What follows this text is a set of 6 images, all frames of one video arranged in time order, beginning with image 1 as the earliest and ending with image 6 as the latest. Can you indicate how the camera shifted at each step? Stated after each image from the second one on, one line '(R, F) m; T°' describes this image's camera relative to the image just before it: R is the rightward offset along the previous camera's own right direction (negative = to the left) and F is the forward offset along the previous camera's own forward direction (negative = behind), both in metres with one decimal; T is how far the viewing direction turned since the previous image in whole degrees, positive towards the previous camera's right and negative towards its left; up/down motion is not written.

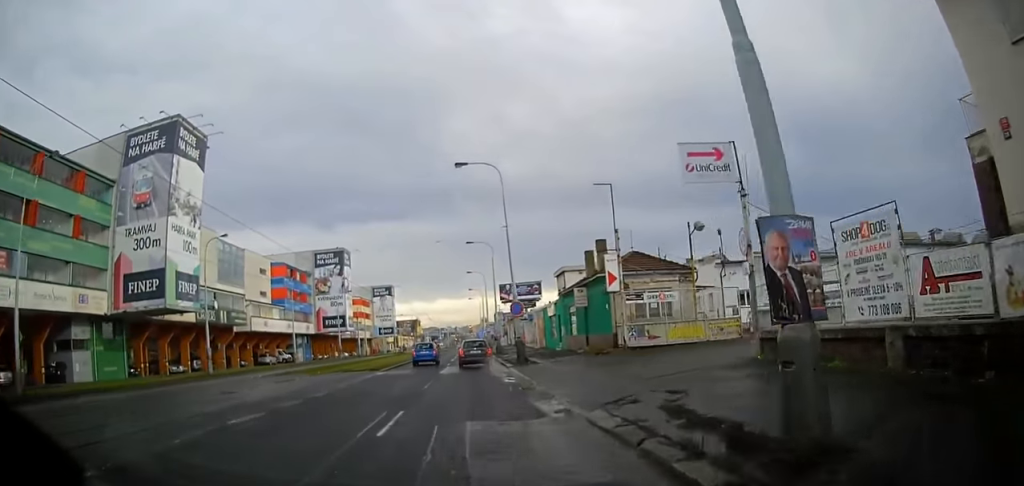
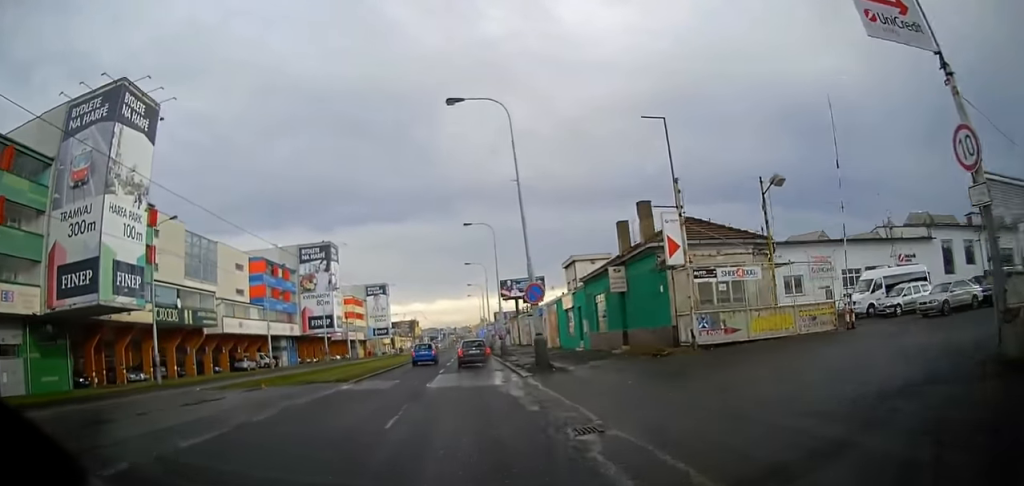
(0.0, +8.0) m; 0°
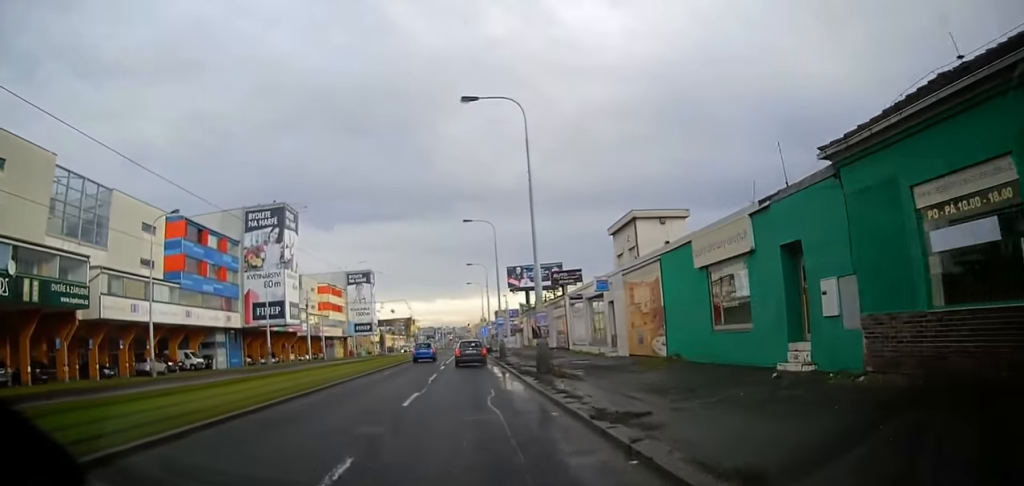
(+0.4, +23.1) m; +3°
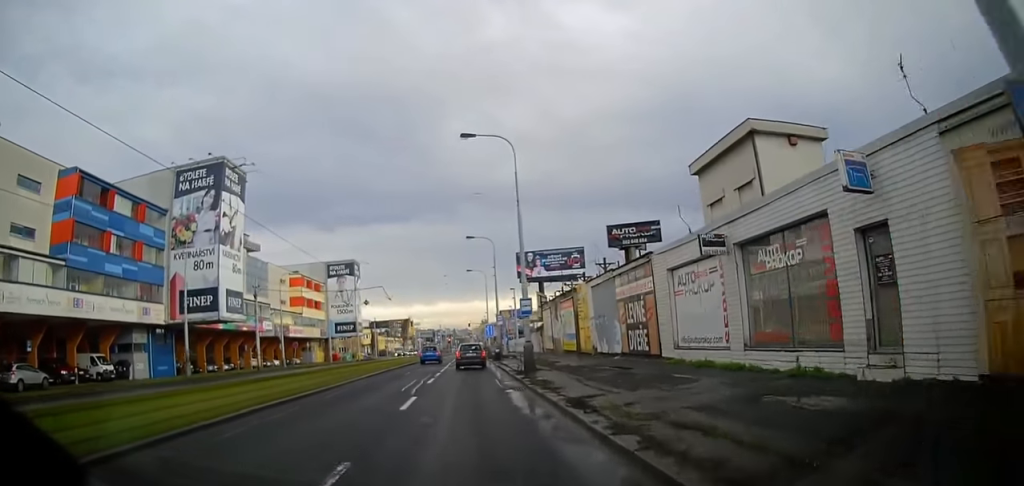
(+0.2, +18.8) m; 0°
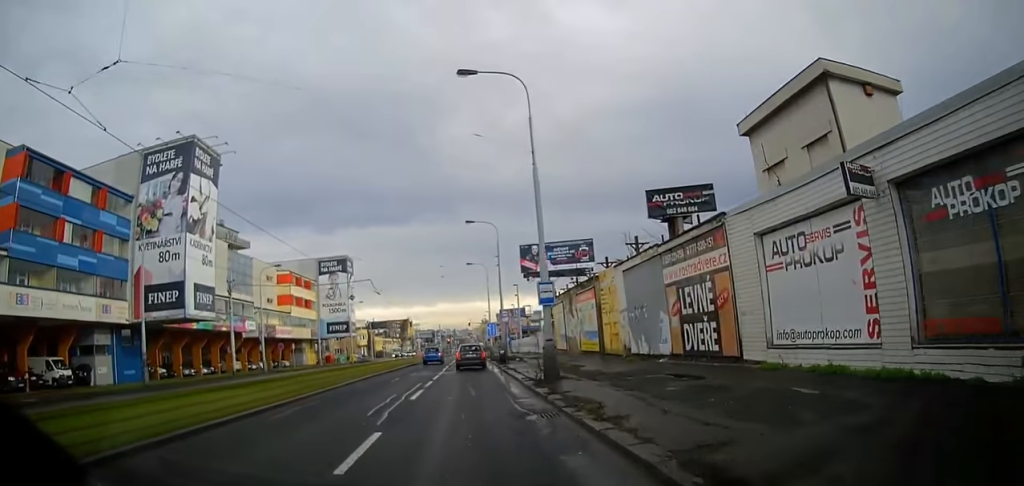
(0.0, +6.4) m; 0°
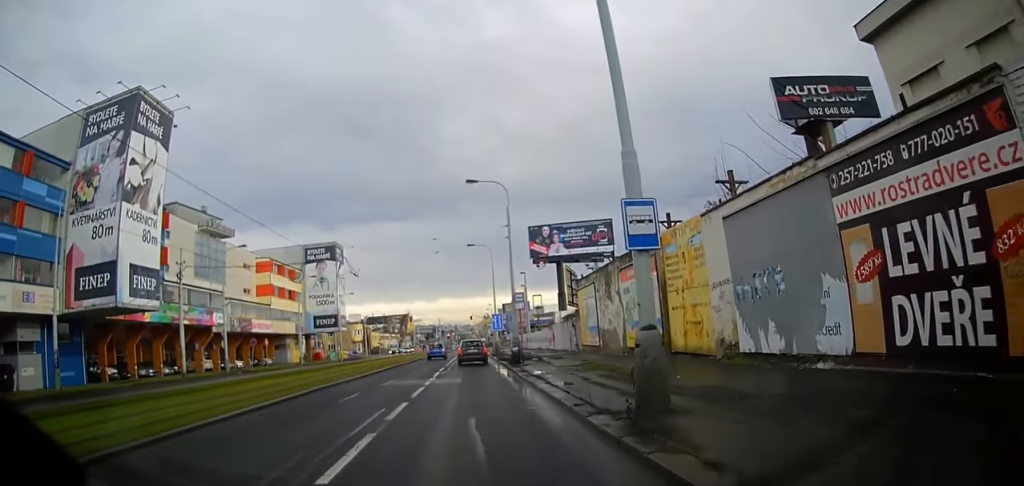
(0.0, +10.0) m; 0°
